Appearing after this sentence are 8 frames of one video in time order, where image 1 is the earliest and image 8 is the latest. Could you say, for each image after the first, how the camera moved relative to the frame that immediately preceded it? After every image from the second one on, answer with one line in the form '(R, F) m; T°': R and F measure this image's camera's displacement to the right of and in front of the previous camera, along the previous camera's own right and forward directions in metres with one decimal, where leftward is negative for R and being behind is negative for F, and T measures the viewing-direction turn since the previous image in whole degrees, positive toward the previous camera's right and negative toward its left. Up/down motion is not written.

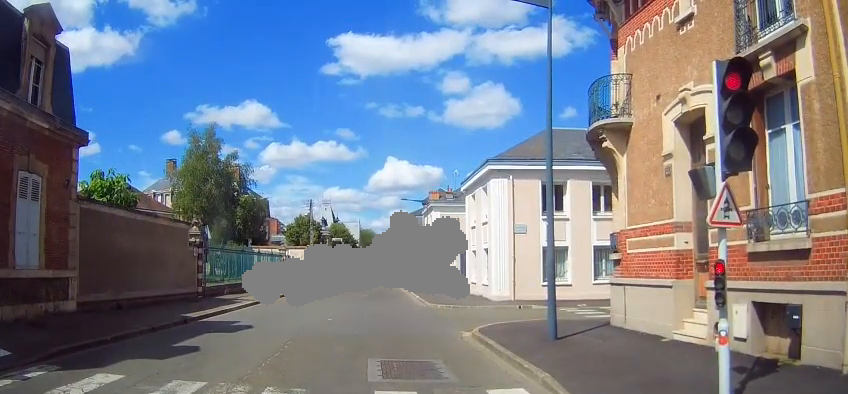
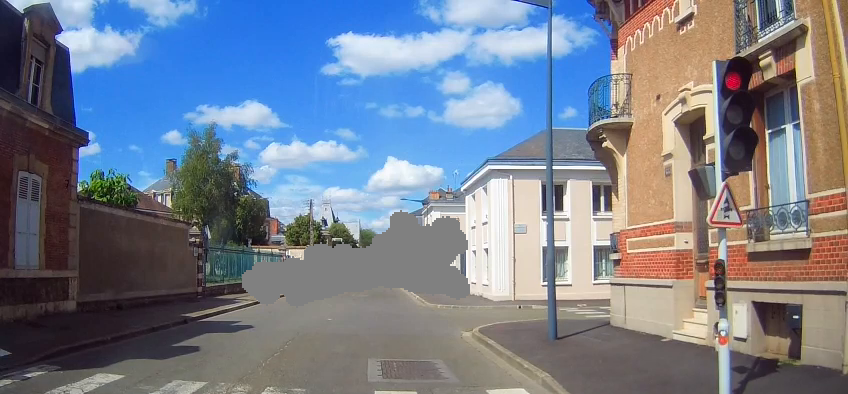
(0.0, 0.0) m; 0°
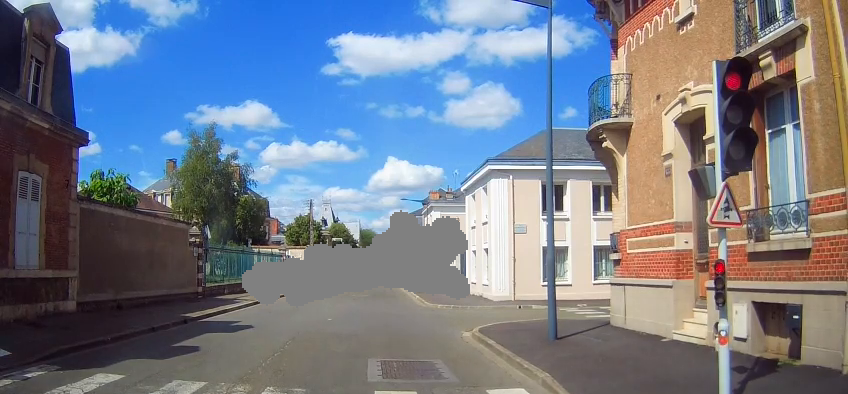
(0.0, 0.0) m; 0°
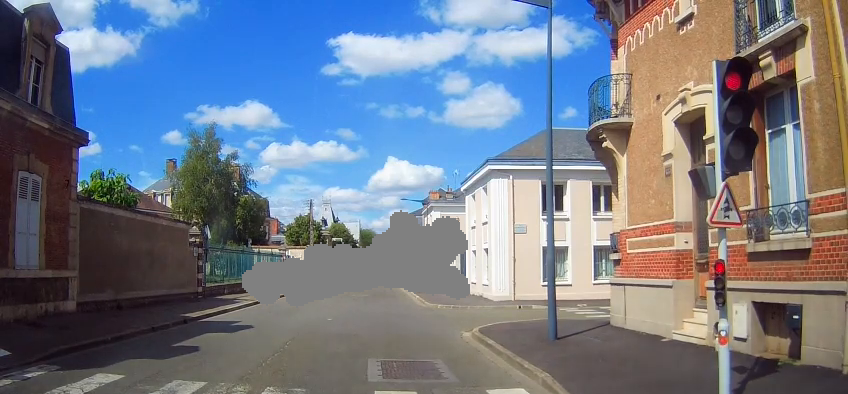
(0.0, 0.0) m; 0°
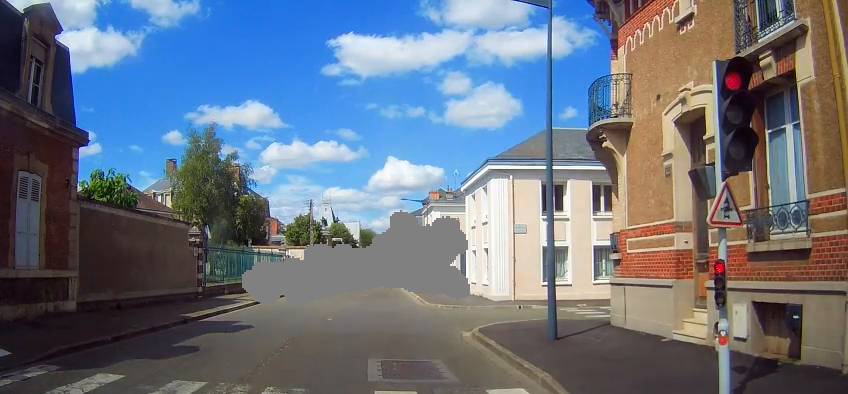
(0.0, 0.0) m; 0°
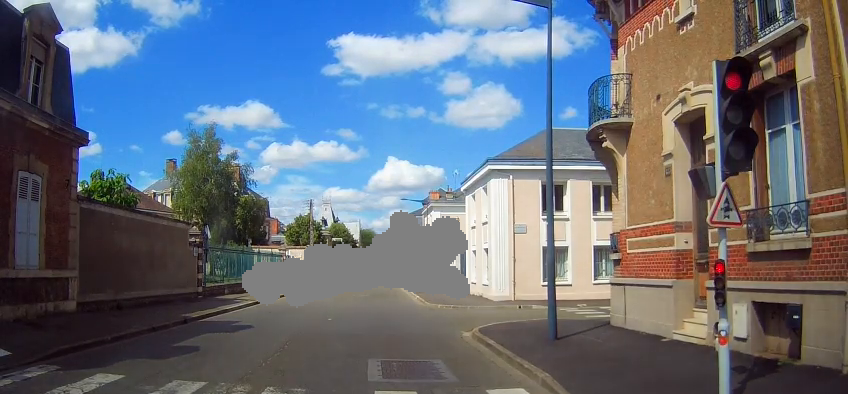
(0.0, 0.0) m; 0°
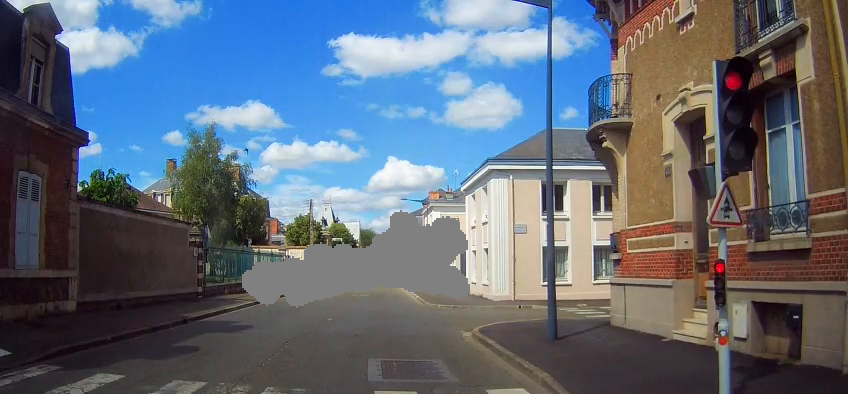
(0.0, 0.0) m; 0°
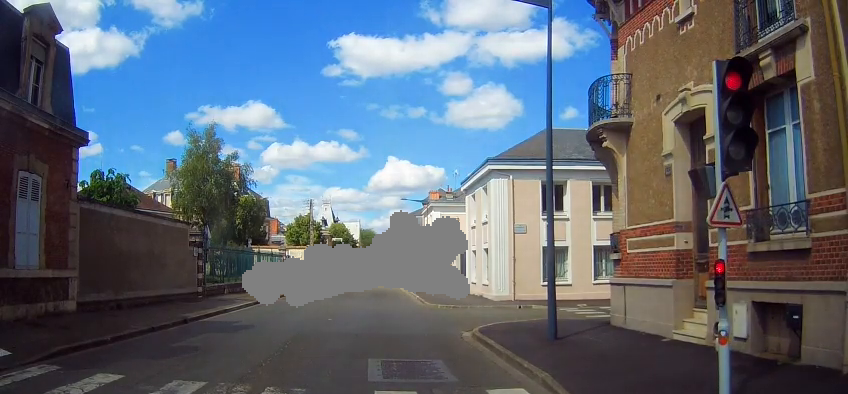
(0.0, 0.0) m; 0°
